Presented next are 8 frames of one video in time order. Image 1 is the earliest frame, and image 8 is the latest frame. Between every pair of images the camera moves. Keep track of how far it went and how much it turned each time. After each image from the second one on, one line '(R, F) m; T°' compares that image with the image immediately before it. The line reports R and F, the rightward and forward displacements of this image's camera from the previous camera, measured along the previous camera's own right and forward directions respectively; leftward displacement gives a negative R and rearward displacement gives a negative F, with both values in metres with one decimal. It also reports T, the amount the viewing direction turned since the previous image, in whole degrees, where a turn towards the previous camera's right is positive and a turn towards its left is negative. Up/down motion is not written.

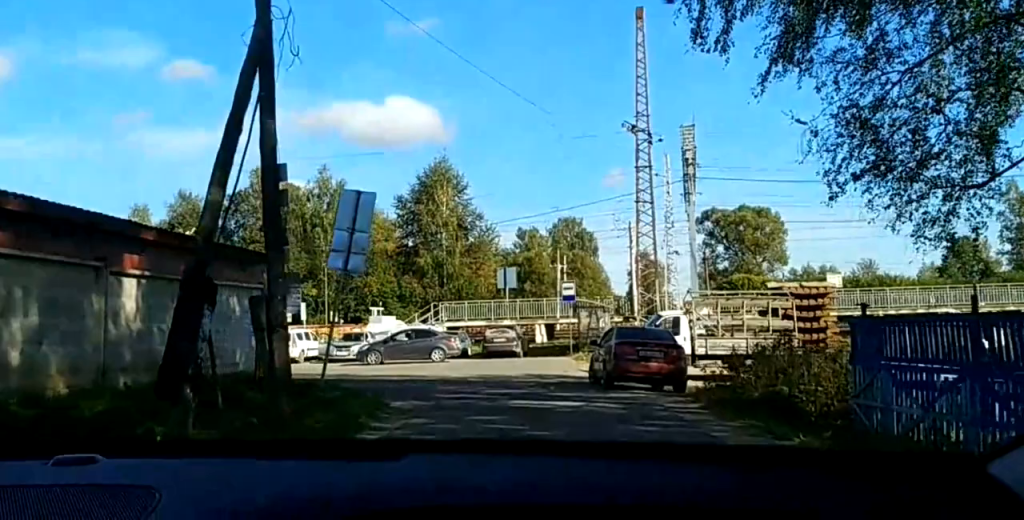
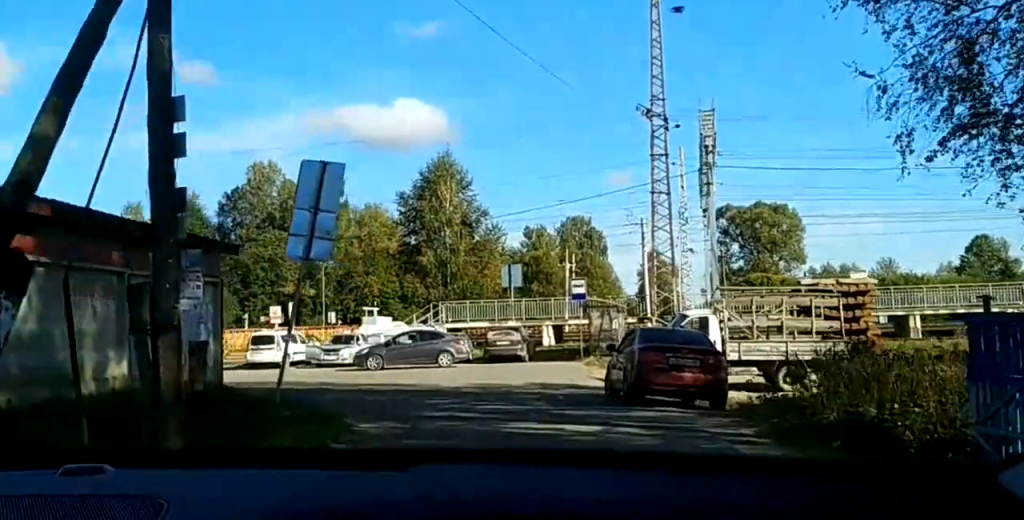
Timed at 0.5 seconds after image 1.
(0.0, +4.7) m; 0°
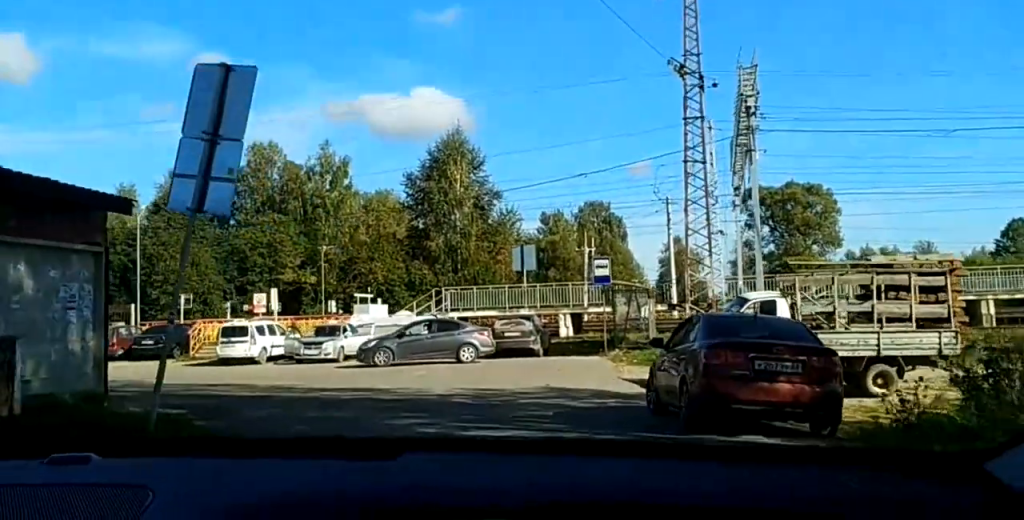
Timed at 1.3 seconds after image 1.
(-0.1, +7.2) m; -2°
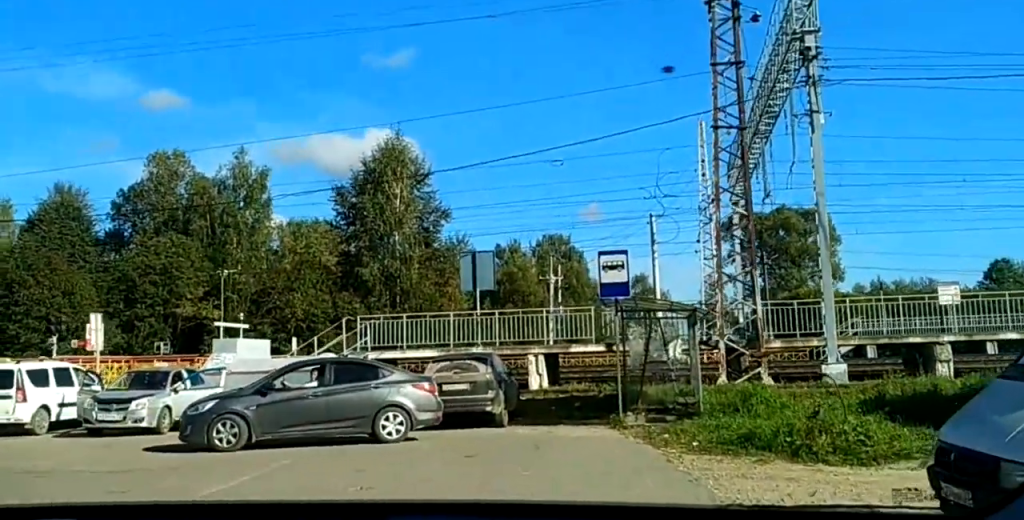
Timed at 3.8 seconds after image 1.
(-0.6, +18.7) m; -1°
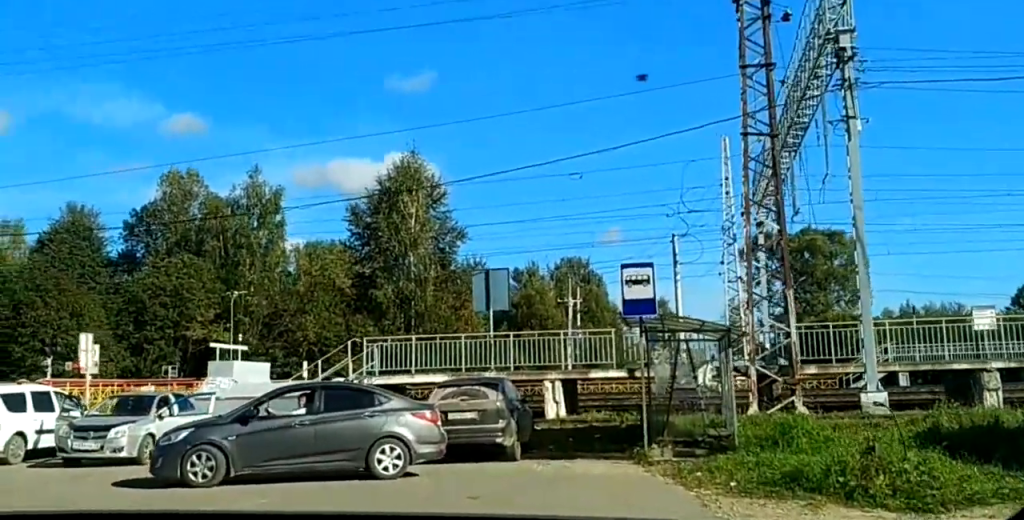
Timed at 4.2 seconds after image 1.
(+0.2, +2.3) m; 0°
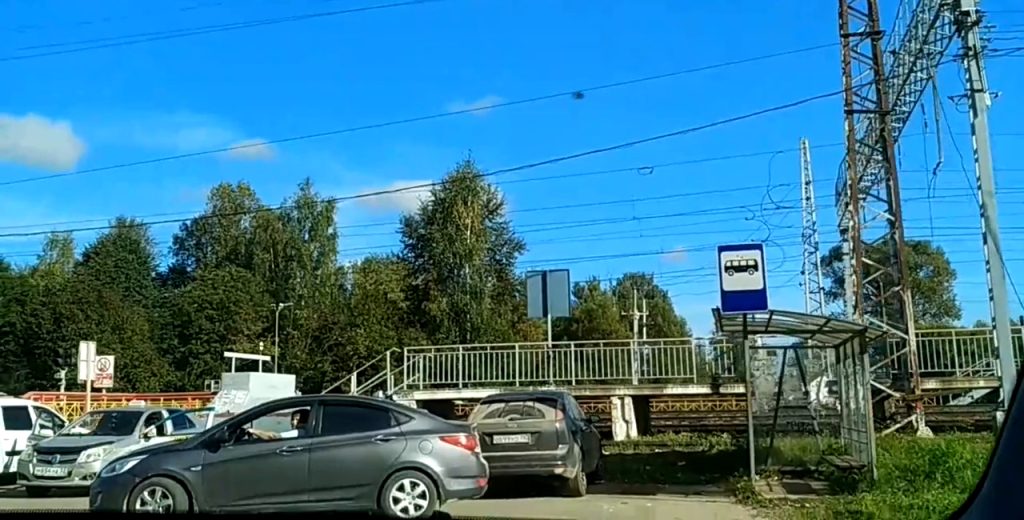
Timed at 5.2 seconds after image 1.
(-0.2, +4.7) m; -11°
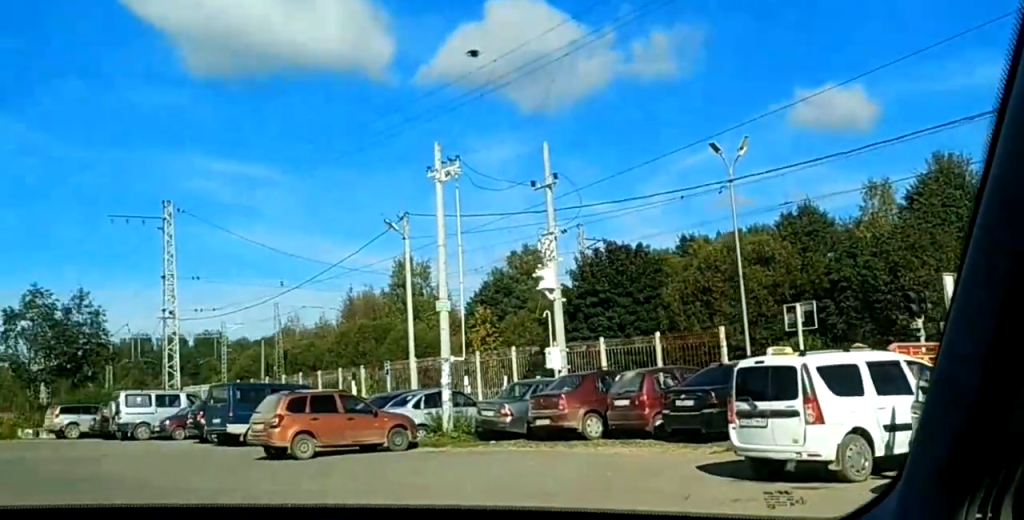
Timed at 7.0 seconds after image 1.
(-2.0, +6.0) m; -40°
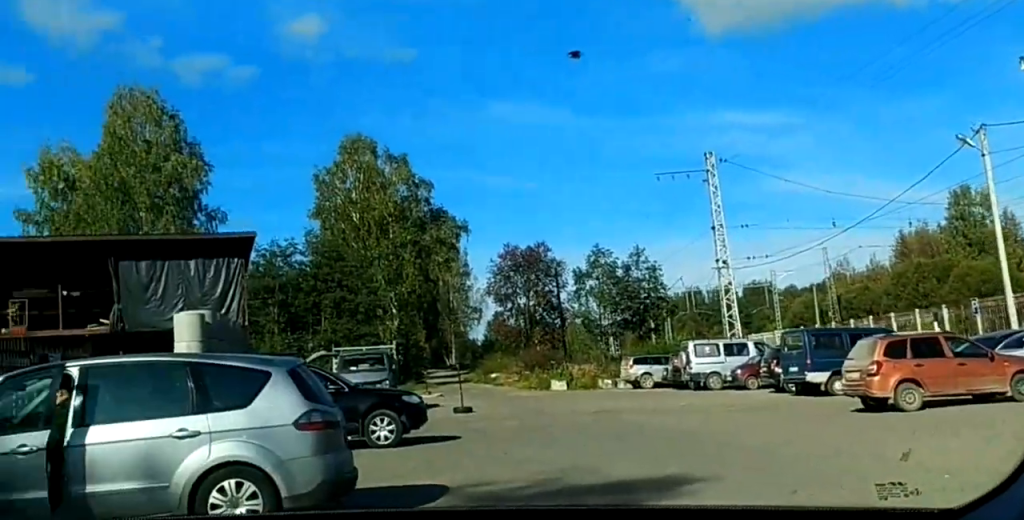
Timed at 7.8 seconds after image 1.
(-0.5, +2.6) m; -22°
